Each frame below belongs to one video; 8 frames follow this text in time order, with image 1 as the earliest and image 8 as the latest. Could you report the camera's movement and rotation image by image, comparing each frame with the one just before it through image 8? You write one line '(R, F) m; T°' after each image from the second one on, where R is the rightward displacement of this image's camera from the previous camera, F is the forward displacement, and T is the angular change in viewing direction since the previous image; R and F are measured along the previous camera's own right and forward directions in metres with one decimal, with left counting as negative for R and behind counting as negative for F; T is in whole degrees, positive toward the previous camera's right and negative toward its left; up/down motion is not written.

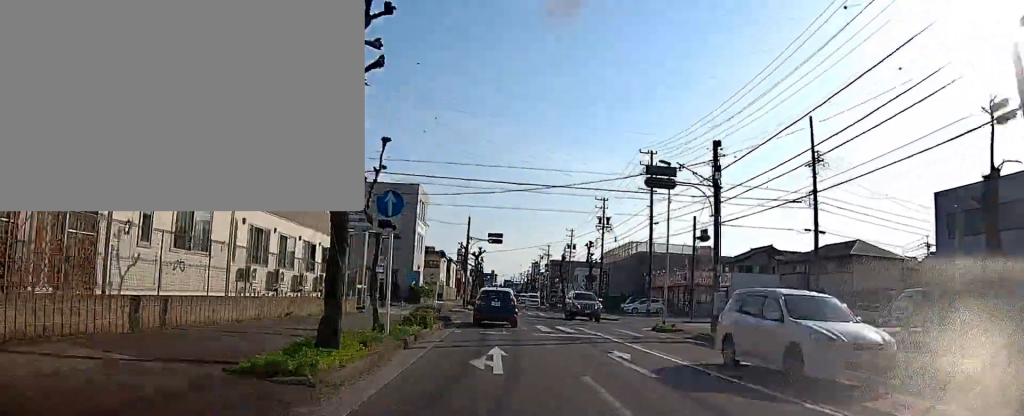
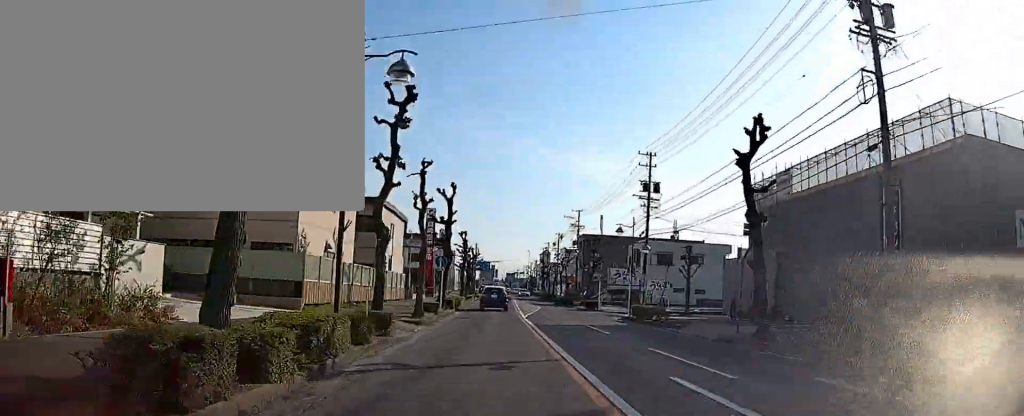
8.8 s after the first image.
(-1.2, +42.4) m; -3°
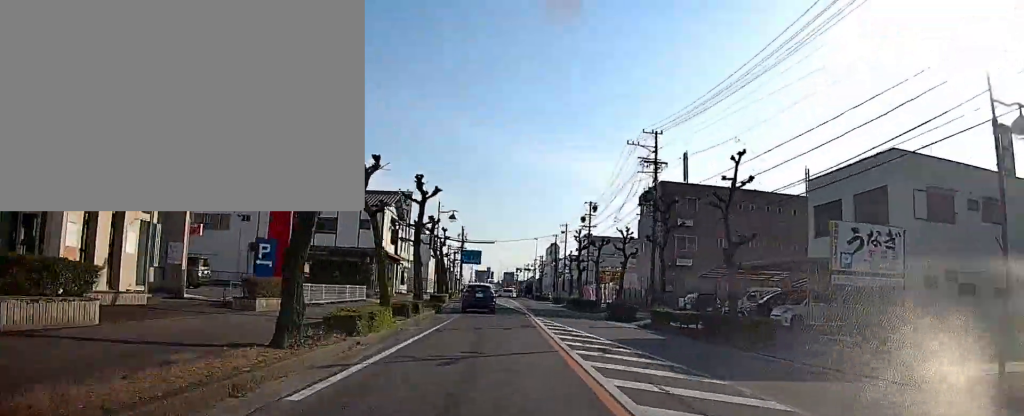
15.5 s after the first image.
(-0.9, +34.3) m; -1°
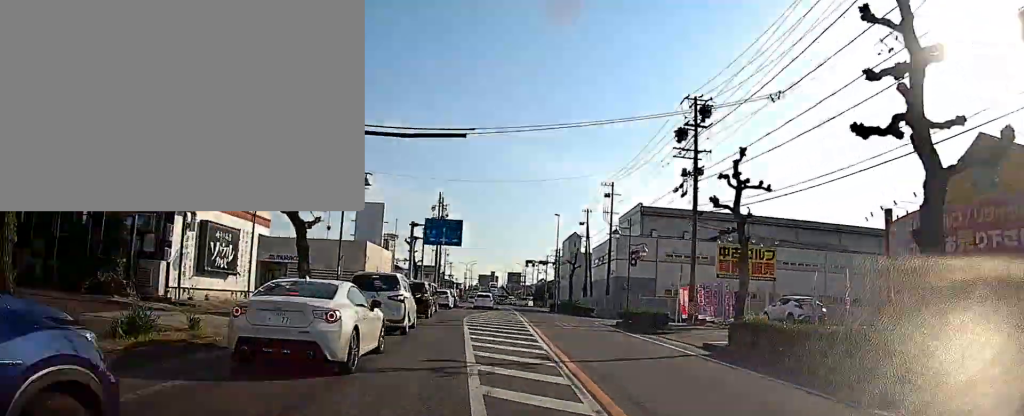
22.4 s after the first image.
(+0.5, +31.3) m; 0°
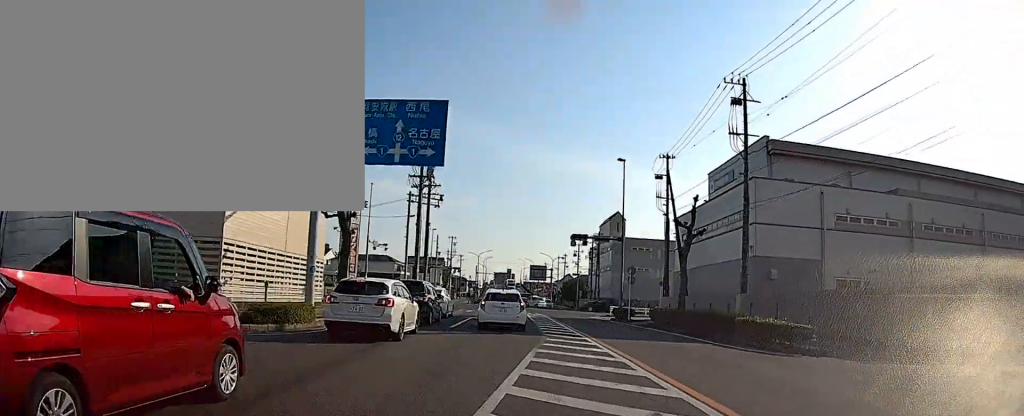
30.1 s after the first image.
(-0.2, +25.3) m; -1°
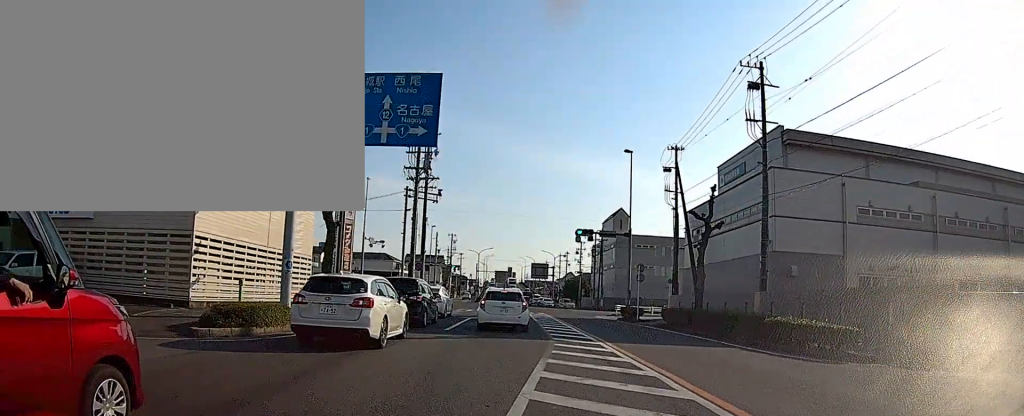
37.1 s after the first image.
(-0.2, +15.2) m; 0°
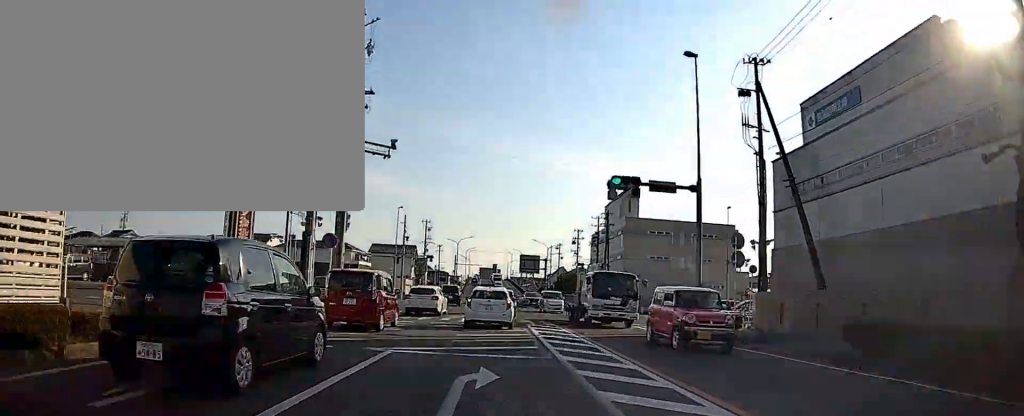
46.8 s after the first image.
(+0.3, +17.0) m; +1°
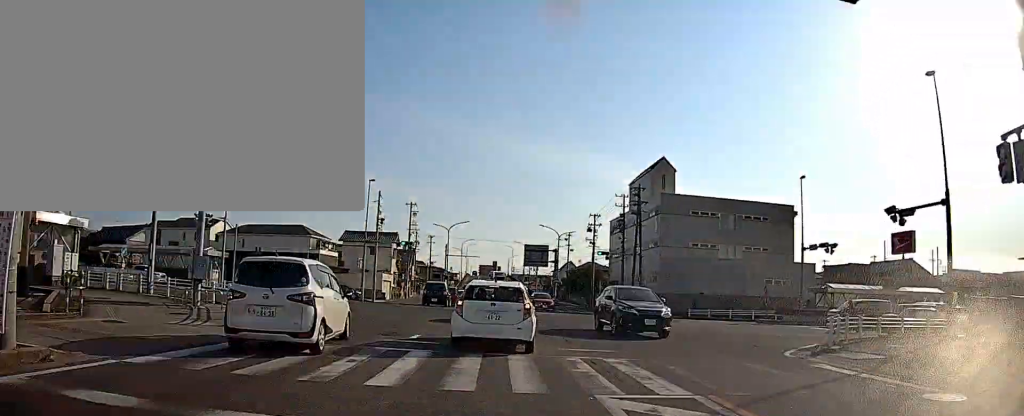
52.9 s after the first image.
(-0.2, +8.9) m; +3°
